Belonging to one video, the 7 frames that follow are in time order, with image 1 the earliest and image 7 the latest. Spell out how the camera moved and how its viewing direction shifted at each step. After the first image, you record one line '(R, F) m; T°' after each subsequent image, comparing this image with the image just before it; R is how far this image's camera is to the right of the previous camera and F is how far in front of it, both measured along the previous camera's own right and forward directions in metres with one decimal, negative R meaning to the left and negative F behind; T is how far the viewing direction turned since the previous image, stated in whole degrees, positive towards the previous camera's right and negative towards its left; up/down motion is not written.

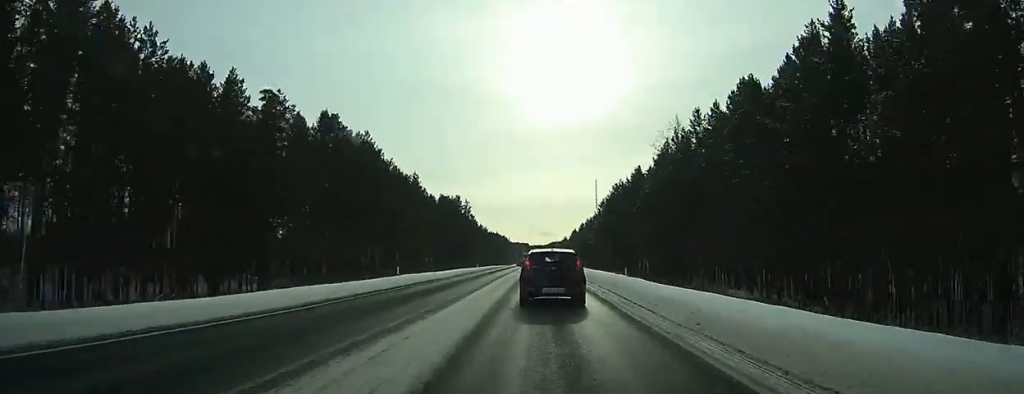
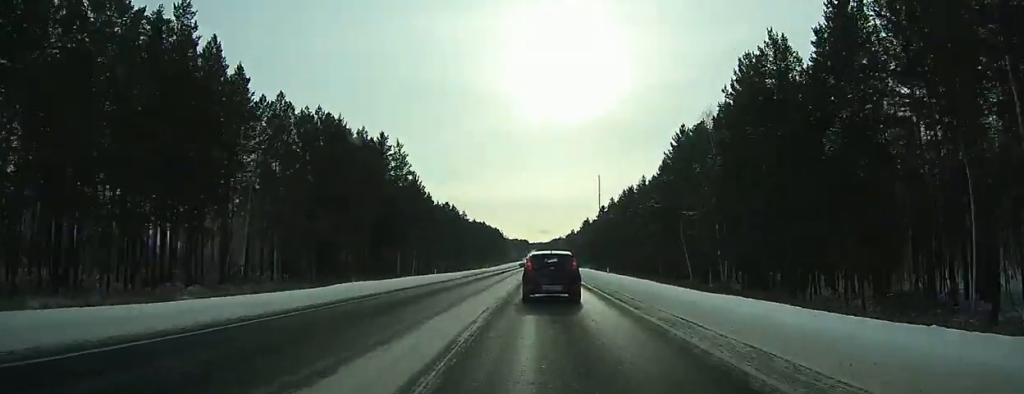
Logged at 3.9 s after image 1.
(+0.2, +91.5) m; 0°
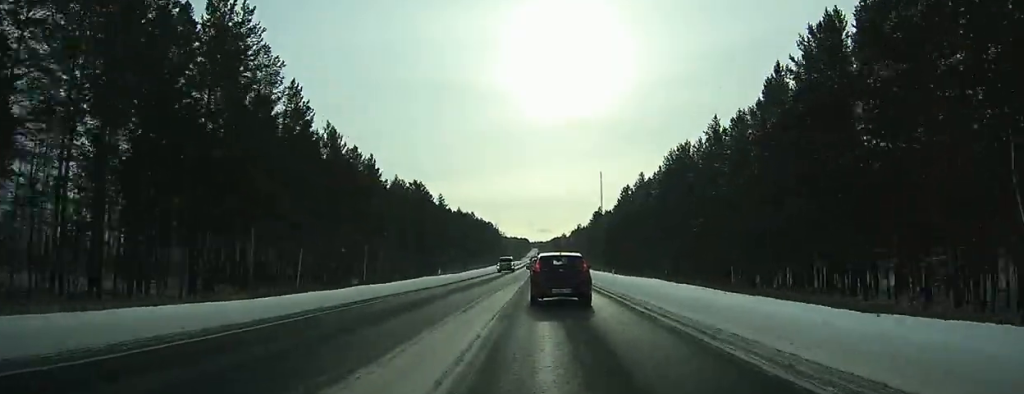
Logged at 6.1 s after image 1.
(0.0, +50.7) m; 0°
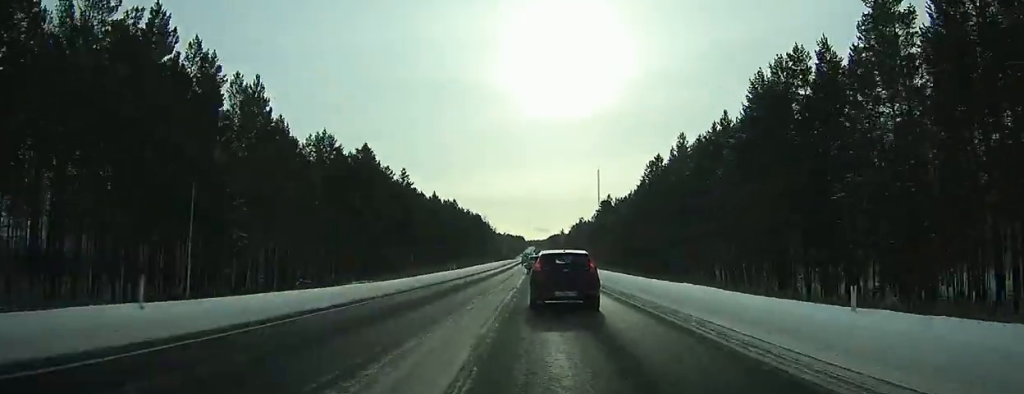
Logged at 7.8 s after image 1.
(0.0, +41.7) m; 0°
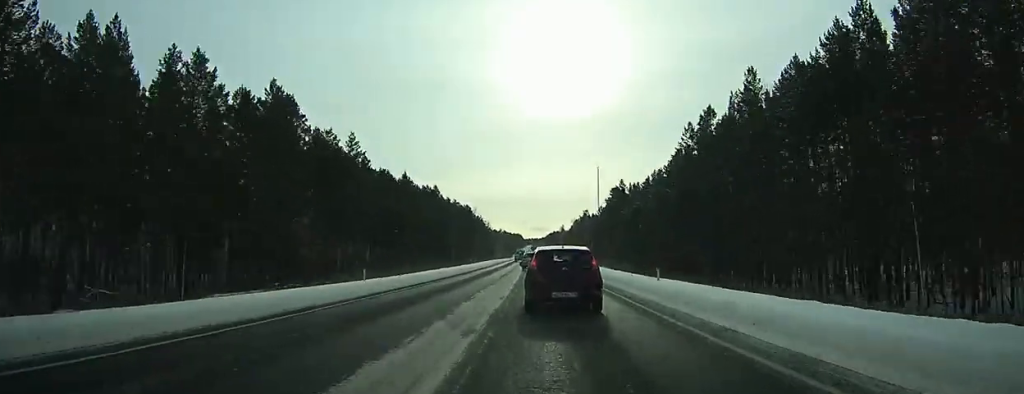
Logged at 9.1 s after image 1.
(0.0, +33.6) m; 0°
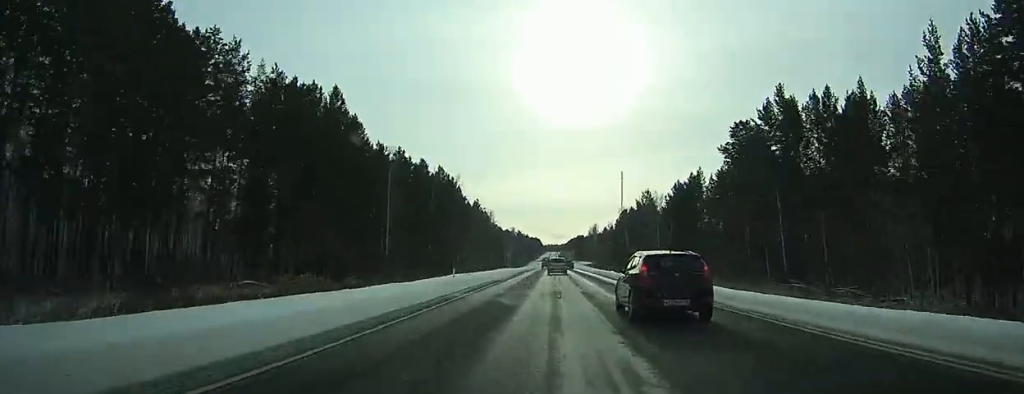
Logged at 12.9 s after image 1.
(-1.1, +92.8) m; -1°
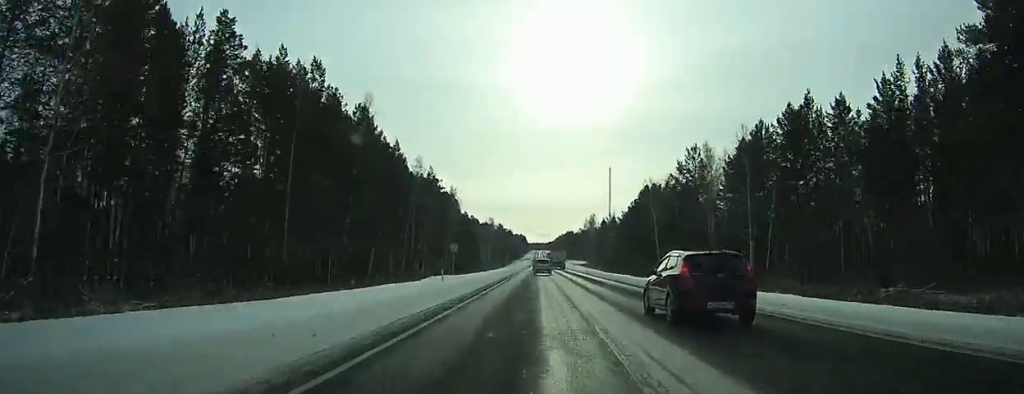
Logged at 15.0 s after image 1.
(+0.4, +53.1) m; +1°
